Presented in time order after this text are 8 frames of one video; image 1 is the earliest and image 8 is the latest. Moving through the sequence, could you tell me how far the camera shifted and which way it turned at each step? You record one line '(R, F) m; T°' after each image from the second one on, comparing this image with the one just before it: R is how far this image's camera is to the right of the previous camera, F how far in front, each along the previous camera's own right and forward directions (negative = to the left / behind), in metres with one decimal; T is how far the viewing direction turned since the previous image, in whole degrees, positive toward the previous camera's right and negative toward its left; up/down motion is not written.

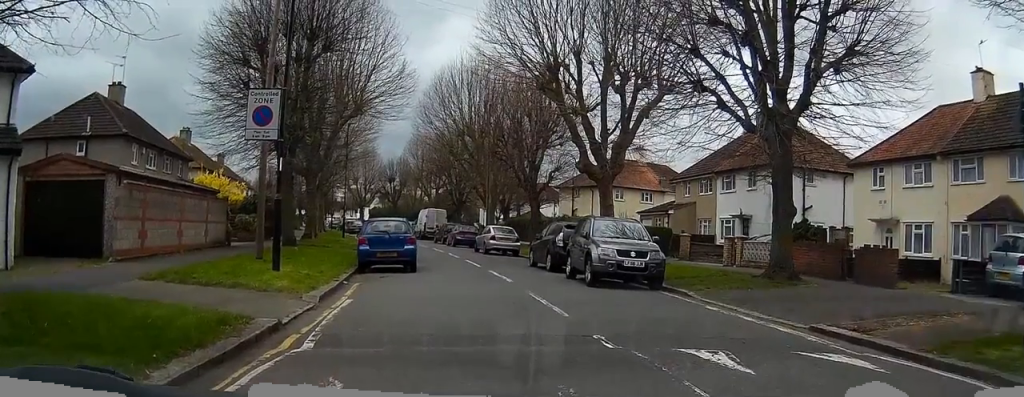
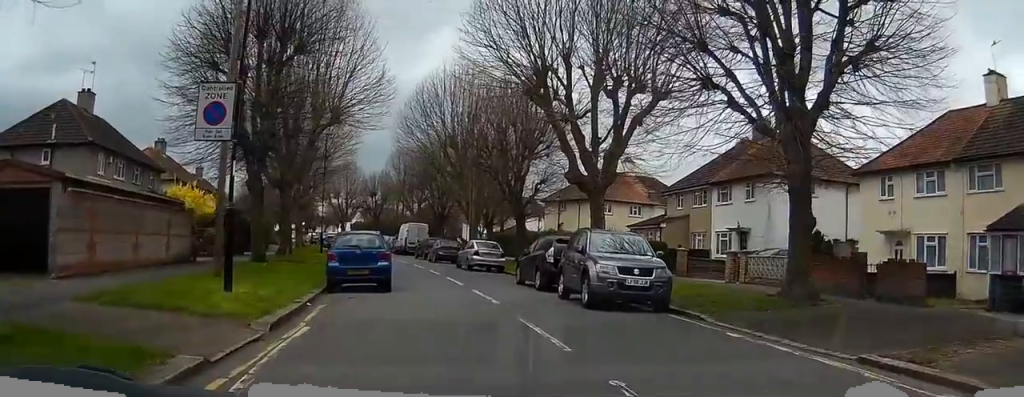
(0.0, +1.6) m; 0°
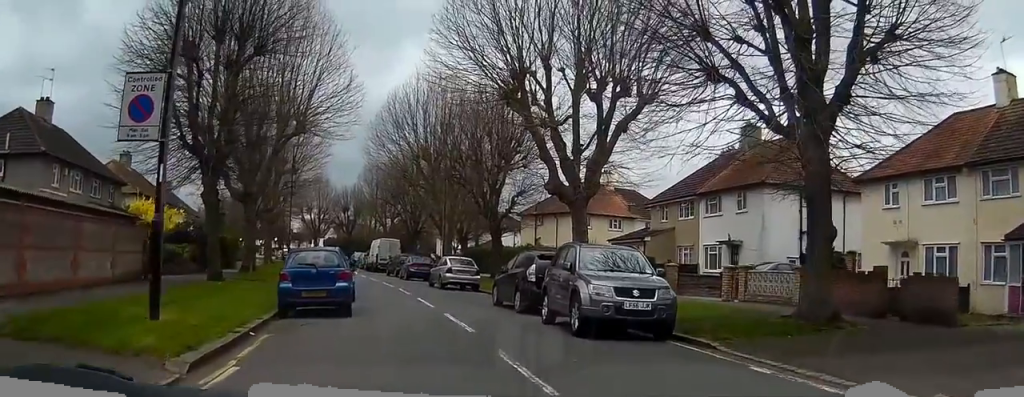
(0.0, +1.7) m; -1°
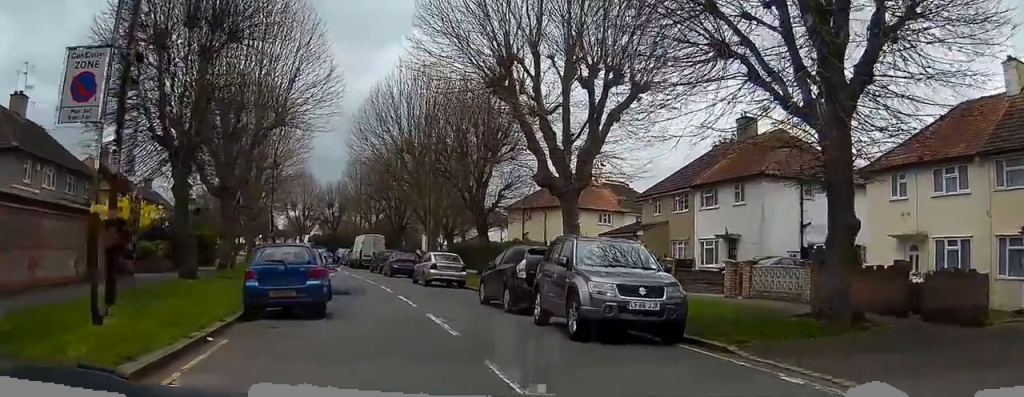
(-0.1, +1.4) m; -2°
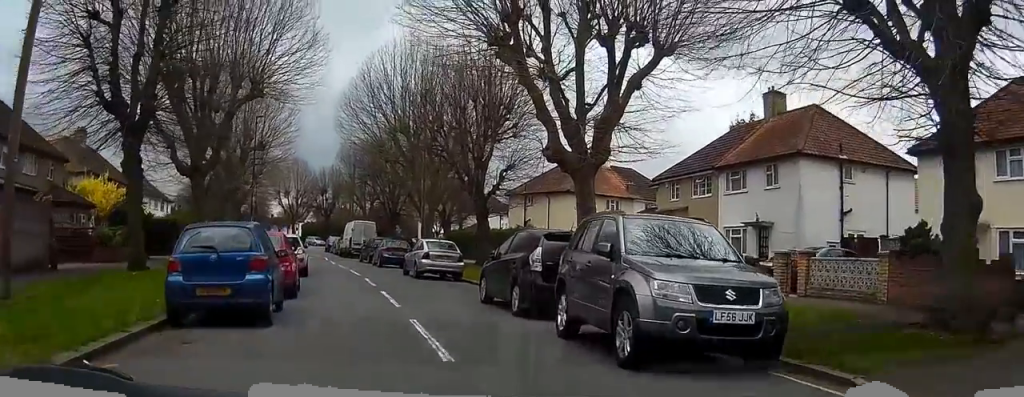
(-0.1, +3.6) m; 0°
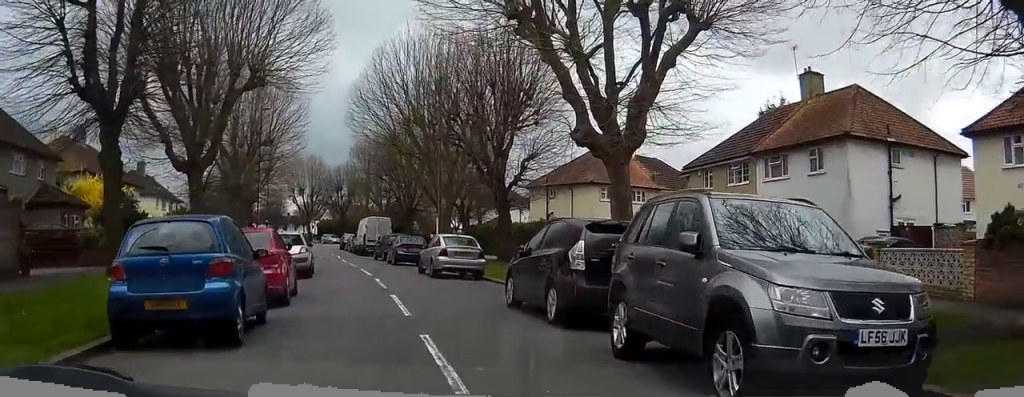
(0.0, +2.4) m; 0°
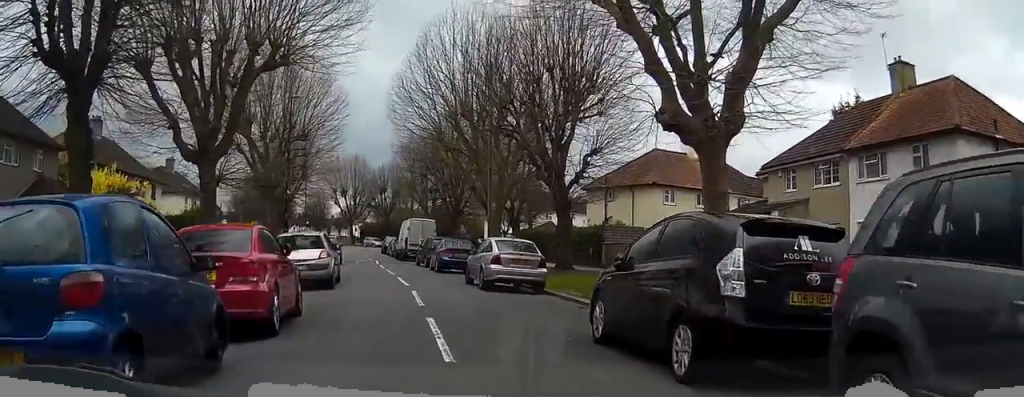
(0.0, +4.0) m; -1°
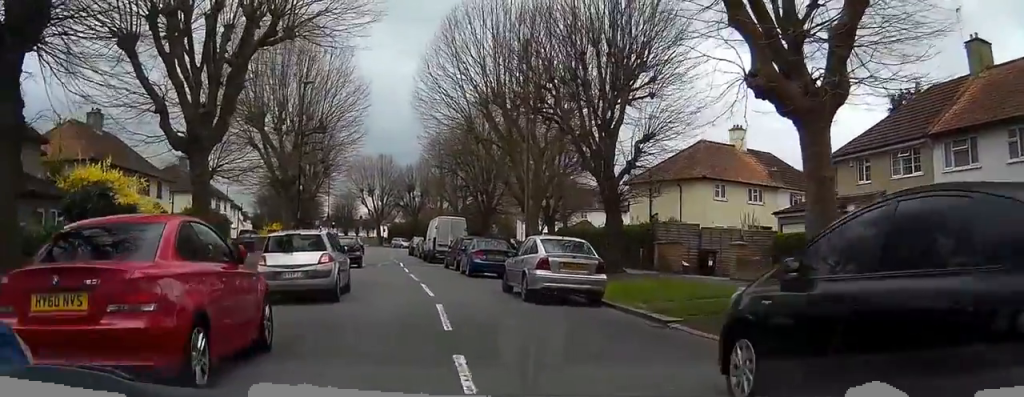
(0.0, +3.7) m; -2°
